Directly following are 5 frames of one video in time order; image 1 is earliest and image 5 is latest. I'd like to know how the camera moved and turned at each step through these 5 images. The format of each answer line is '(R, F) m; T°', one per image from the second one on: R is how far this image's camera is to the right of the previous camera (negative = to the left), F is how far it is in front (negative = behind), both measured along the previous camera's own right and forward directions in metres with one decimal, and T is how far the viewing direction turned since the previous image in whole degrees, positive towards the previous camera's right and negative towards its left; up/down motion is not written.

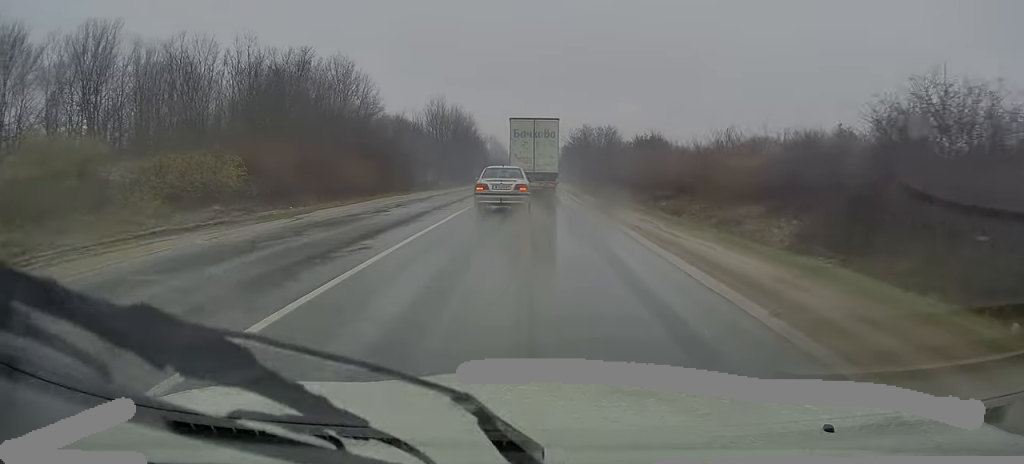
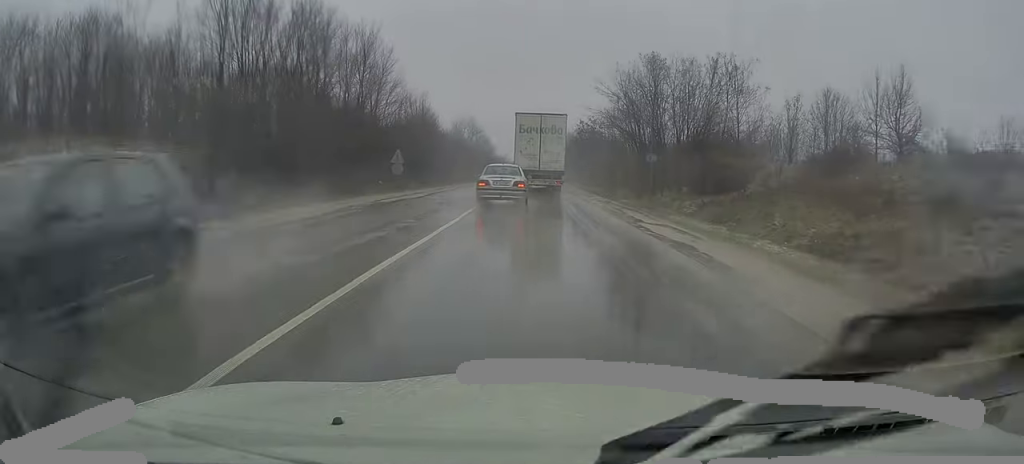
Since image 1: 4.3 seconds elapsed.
(+0.8, +66.3) m; +1°
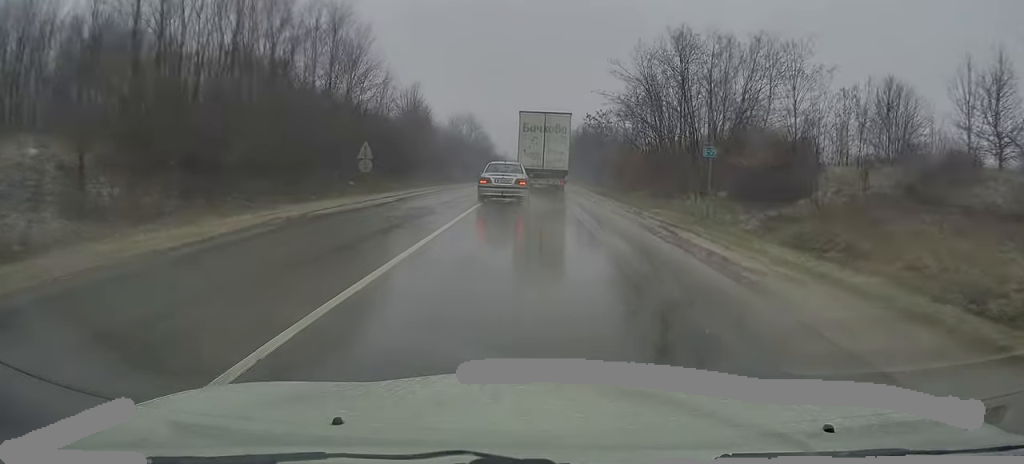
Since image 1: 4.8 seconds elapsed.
(+0.2, +7.8) m; 0°
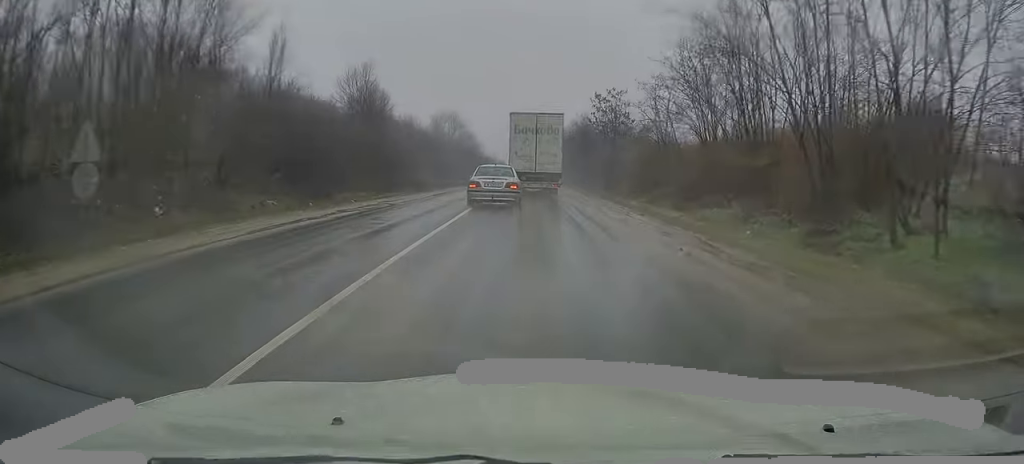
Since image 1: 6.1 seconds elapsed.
(+0.1, +19.8) m; +1°
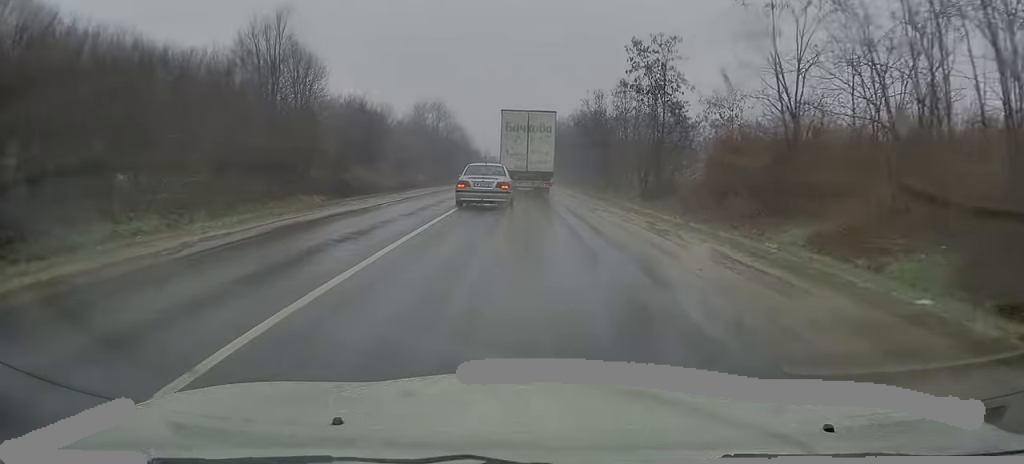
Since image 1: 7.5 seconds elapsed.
(+0.2, +21.4) m; 0°
